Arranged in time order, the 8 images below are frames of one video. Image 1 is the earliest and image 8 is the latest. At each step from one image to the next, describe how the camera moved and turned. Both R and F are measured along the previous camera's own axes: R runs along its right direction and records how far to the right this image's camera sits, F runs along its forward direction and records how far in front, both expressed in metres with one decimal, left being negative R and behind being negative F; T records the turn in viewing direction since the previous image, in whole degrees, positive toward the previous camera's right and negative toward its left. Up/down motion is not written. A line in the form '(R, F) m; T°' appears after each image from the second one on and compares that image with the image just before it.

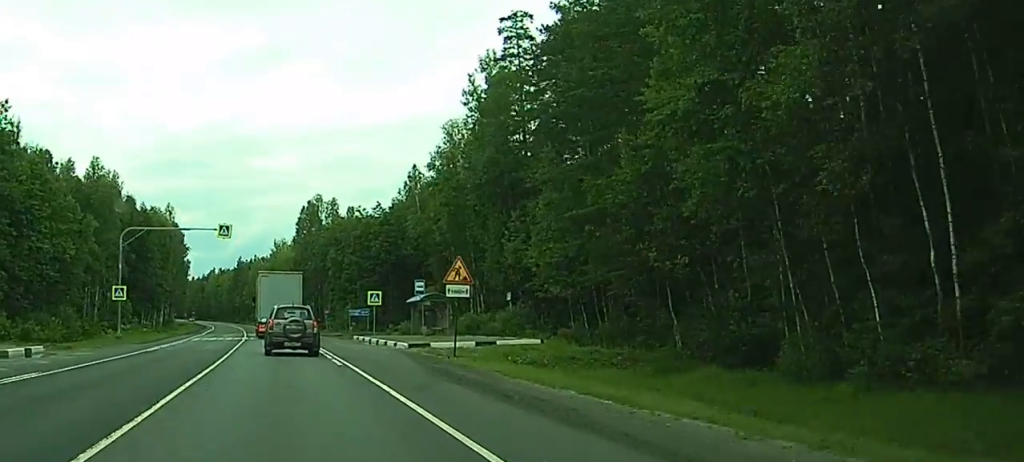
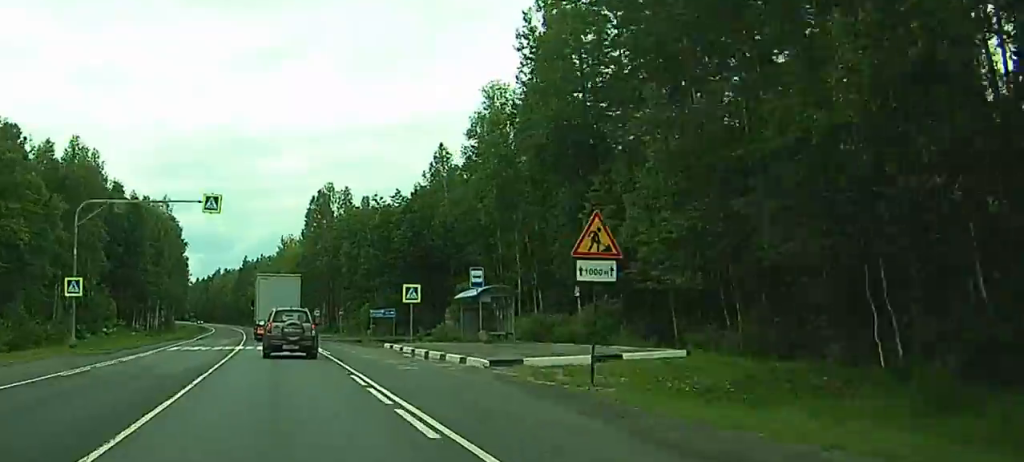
(-0.1, +14.1) m; 0°
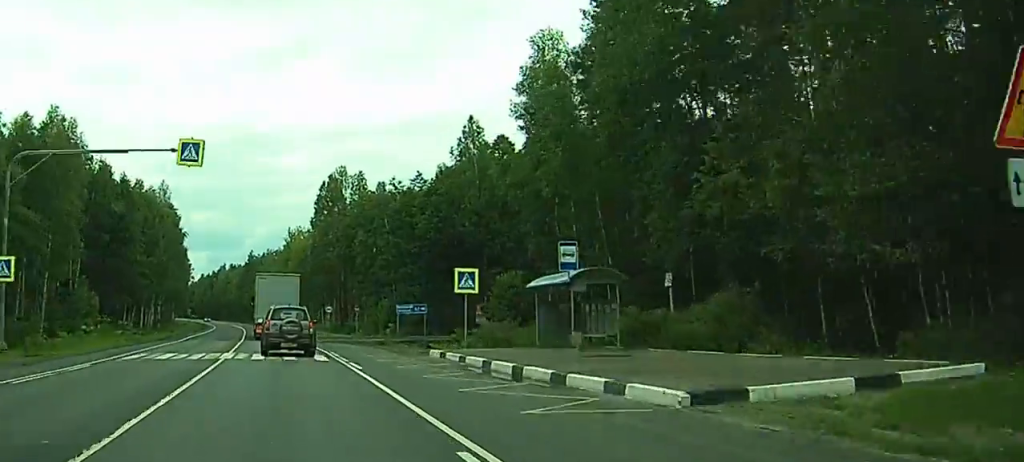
(0.0, +11.6) m; 0°
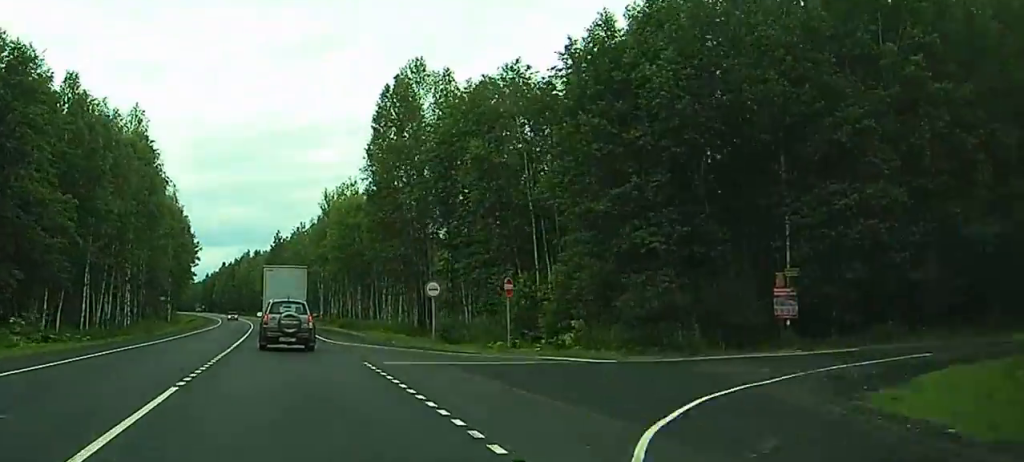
(+1.0, +43.0) m; 0°
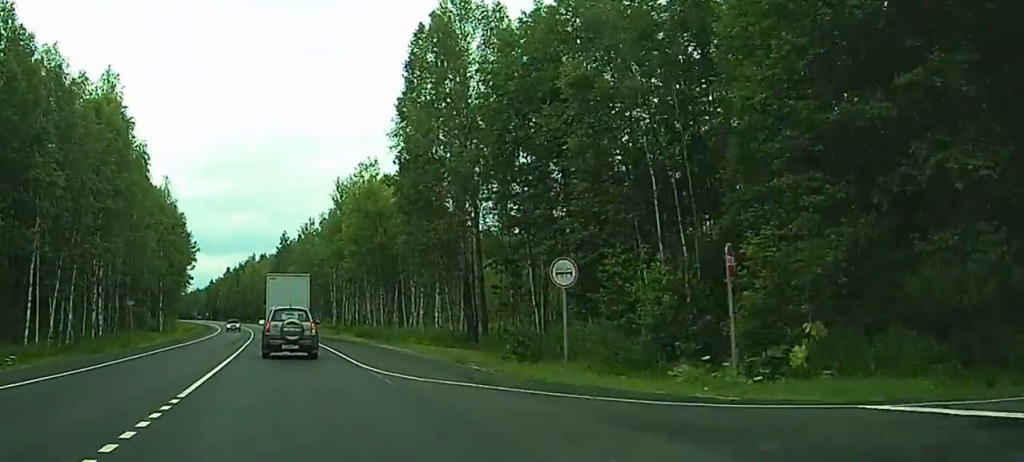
(-0.4, +16.9) m; -2°
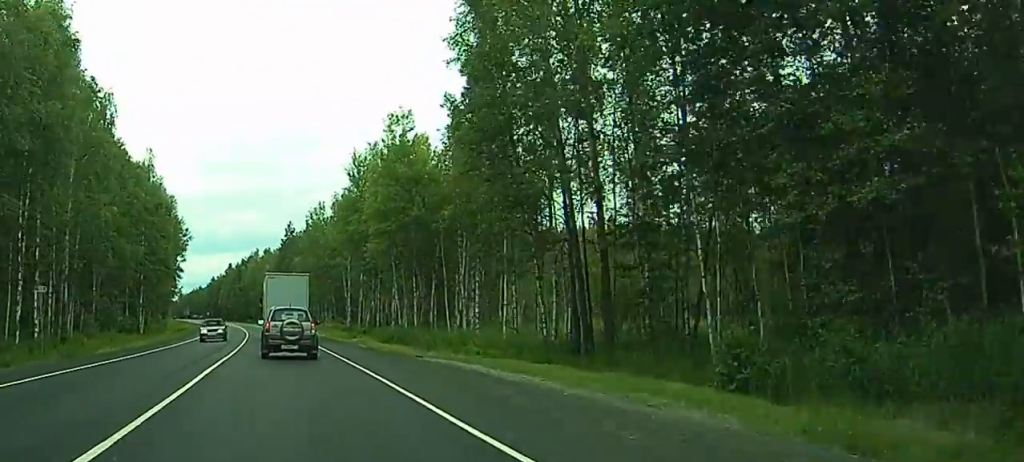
(-0.9, +23.4) m; -2°
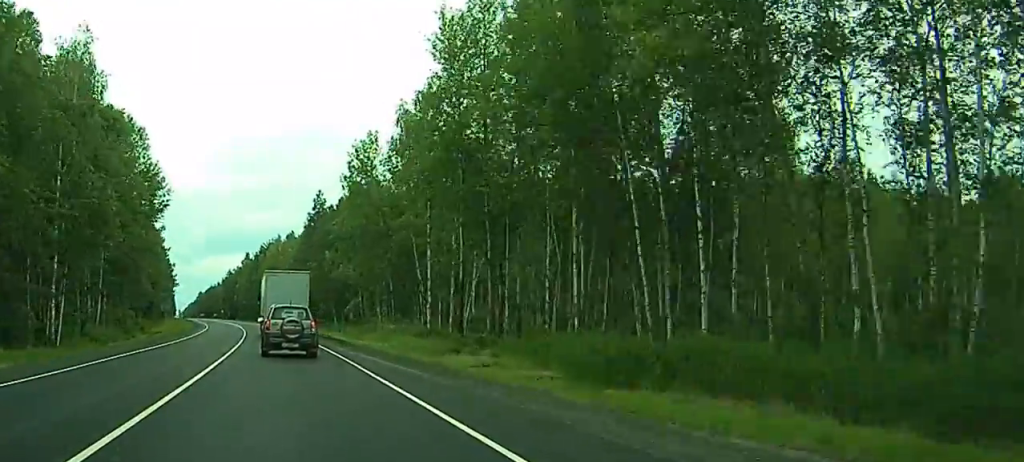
(+0.5, +51.3) m; -1°
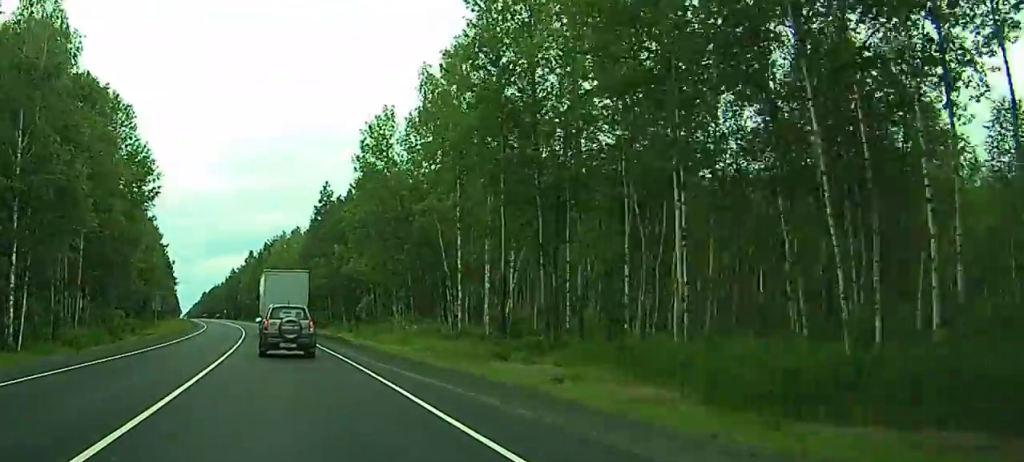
(-0.4, +9.9) m; 0°
